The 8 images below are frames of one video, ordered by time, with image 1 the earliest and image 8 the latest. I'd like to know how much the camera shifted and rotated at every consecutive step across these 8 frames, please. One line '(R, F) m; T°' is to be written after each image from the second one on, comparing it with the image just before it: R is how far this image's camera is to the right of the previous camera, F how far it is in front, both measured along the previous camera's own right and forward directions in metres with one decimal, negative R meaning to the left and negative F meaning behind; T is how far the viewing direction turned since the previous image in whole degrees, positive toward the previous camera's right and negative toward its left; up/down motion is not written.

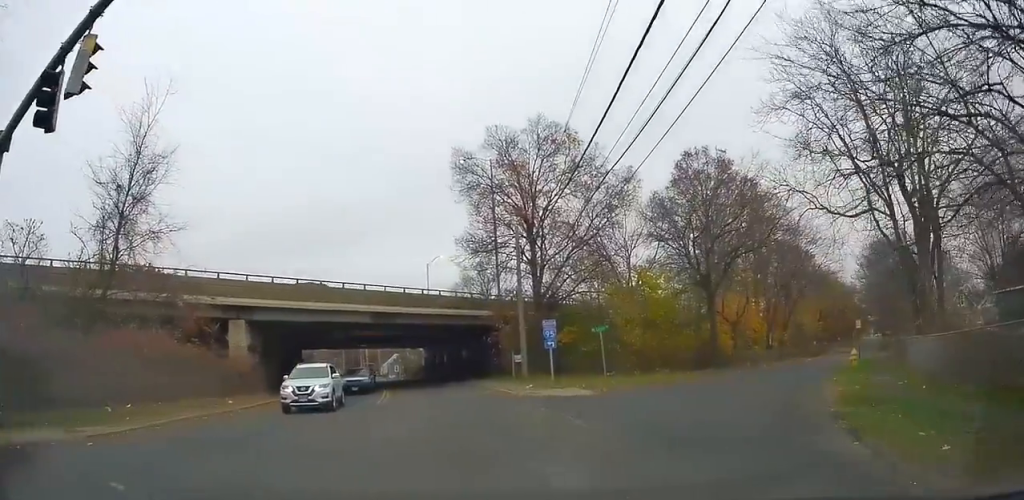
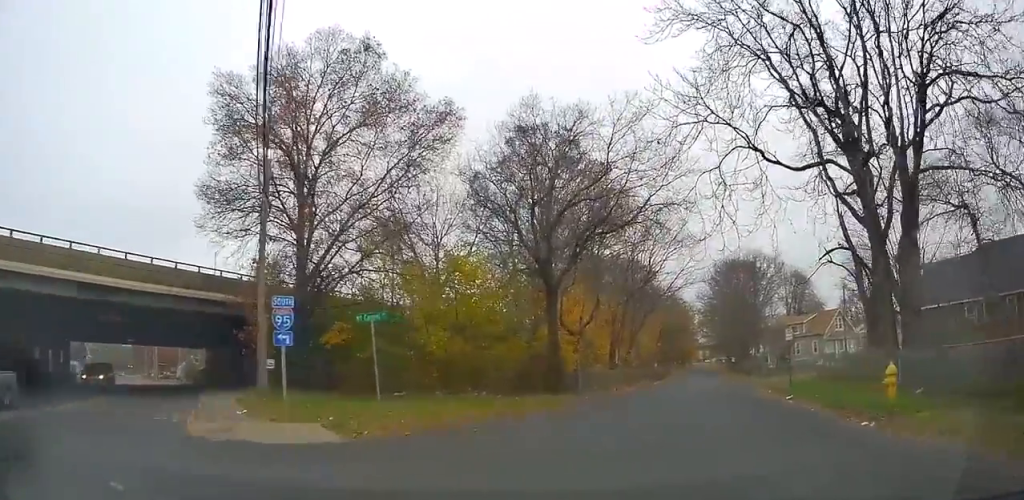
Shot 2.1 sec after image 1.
(+0.5, +9.3) m; +15°
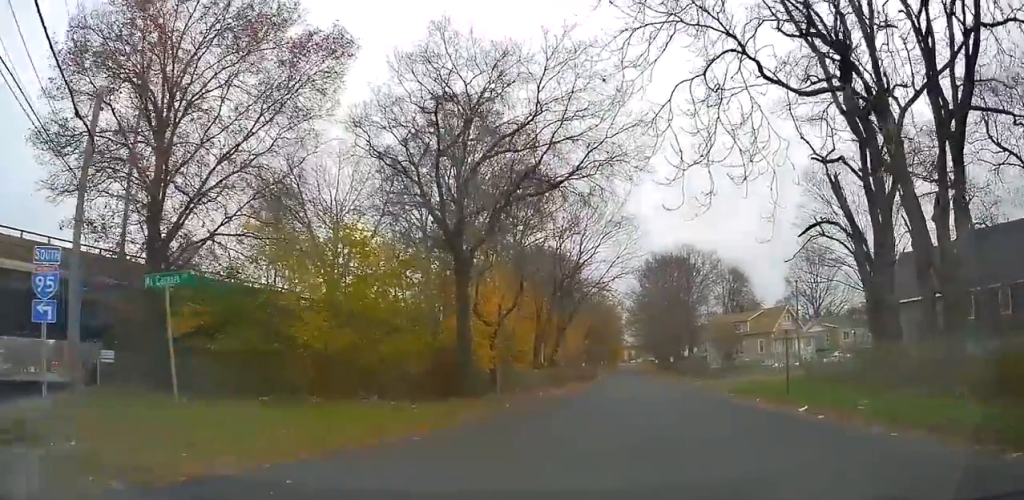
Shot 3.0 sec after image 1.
(+0.4, +4.9) m; +3°
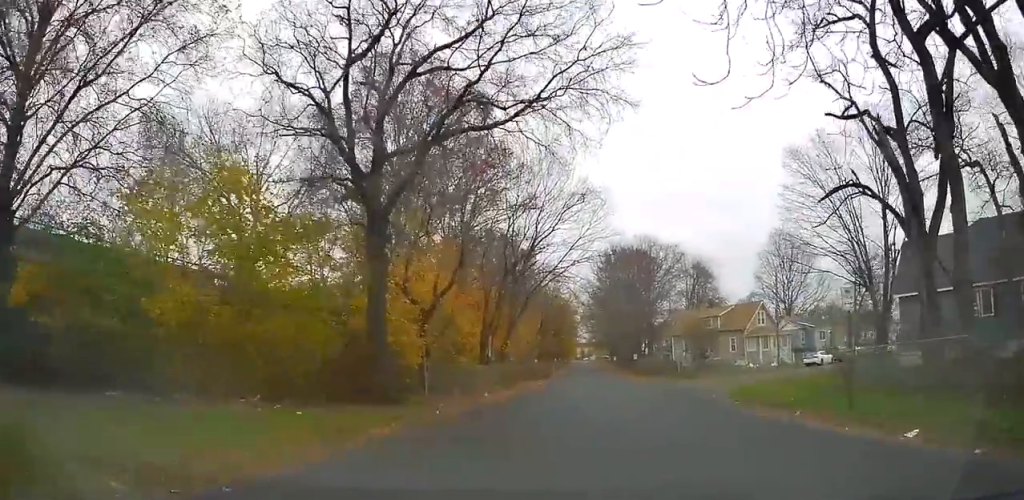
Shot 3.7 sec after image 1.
(0.0, +4.4) m; +3°
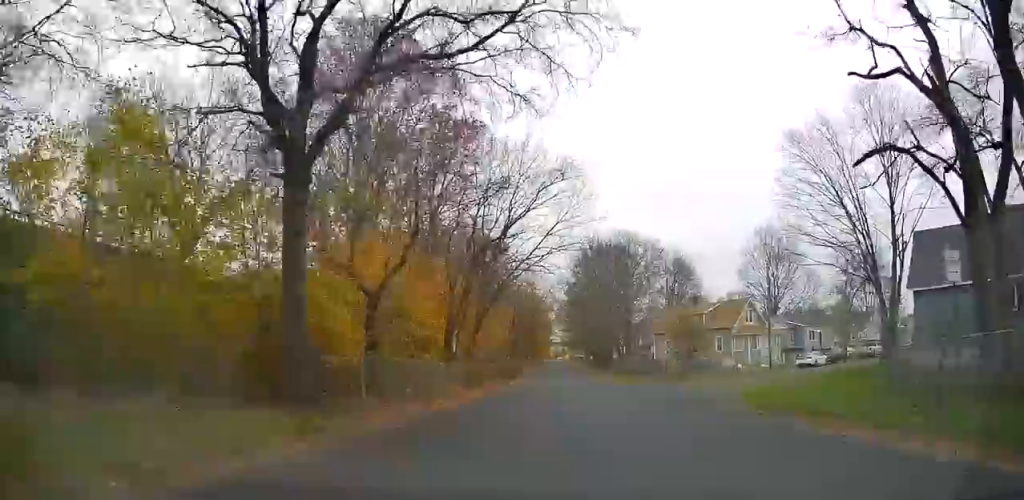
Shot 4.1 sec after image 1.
(-0.3, +2.9) m; +4°
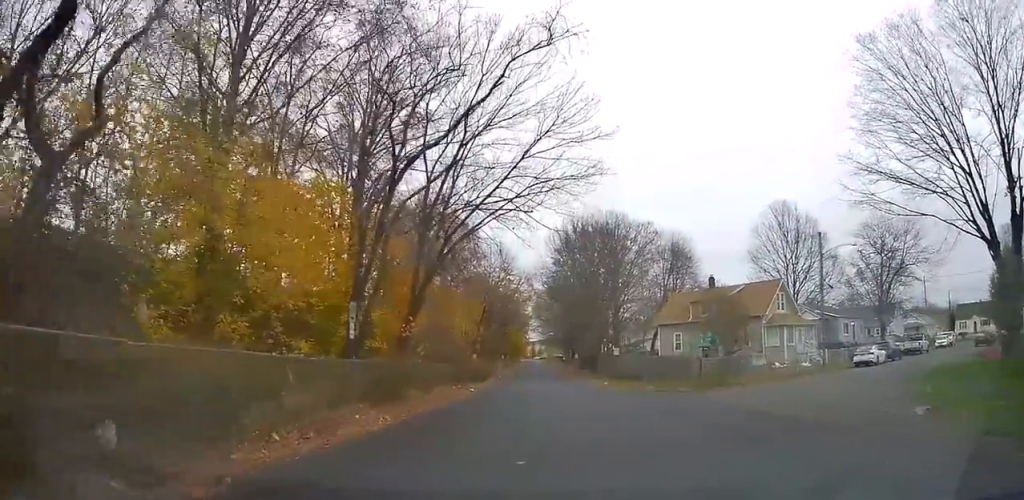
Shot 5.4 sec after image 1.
(+1.5, +10.4) m; +9°
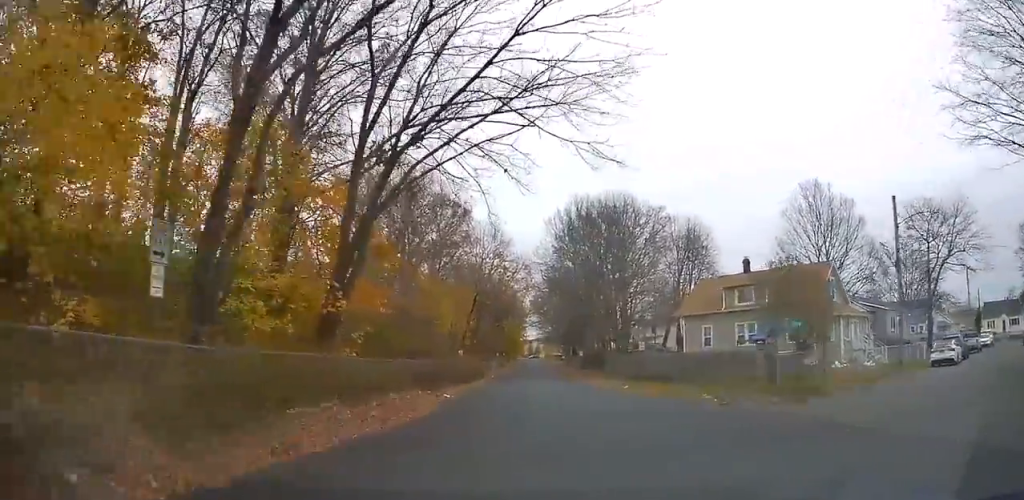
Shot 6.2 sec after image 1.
(-0.4, +7.9) m; +4°
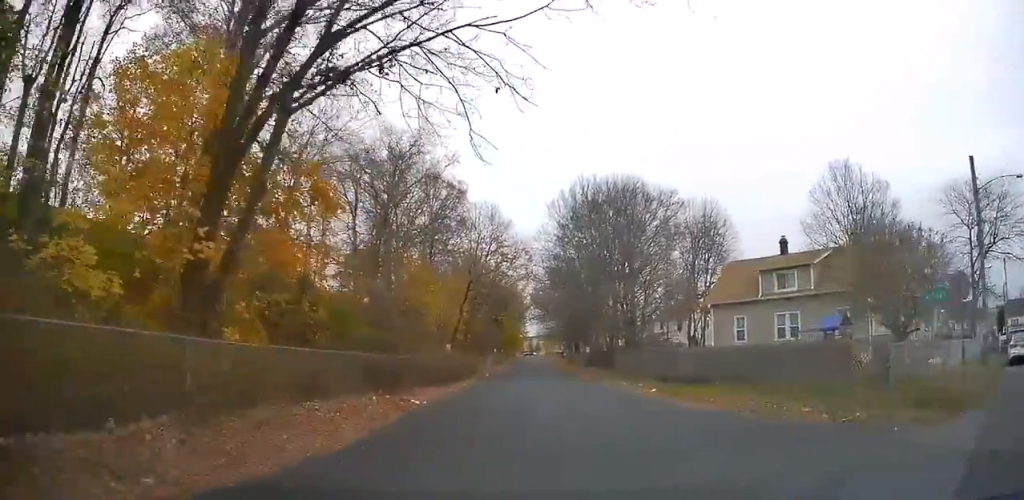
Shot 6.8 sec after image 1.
(+0.5, +6.2) m; +4°
